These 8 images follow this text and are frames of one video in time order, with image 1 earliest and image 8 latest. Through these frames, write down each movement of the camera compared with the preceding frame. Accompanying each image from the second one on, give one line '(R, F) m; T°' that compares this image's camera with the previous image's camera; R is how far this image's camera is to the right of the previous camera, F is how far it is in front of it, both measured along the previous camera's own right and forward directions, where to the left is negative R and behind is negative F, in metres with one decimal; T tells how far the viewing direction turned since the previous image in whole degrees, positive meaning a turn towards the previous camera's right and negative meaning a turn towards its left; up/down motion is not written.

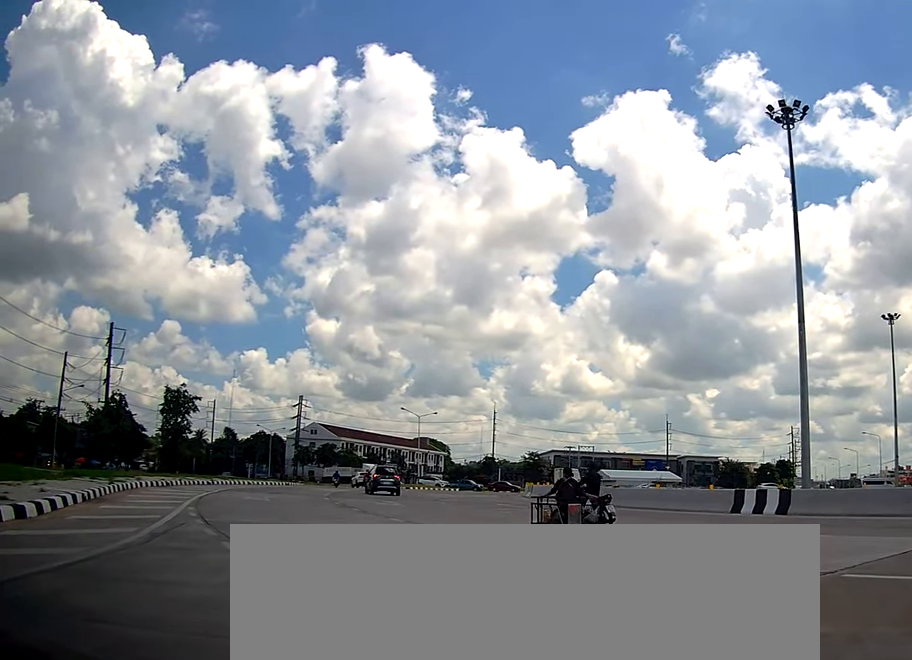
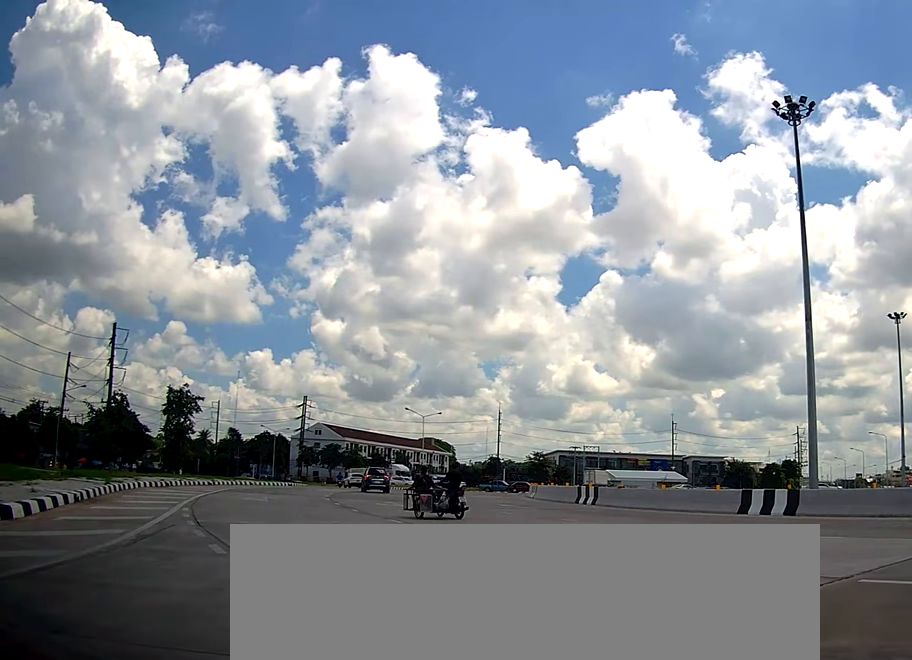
(0.0, +0.4) m; 0°
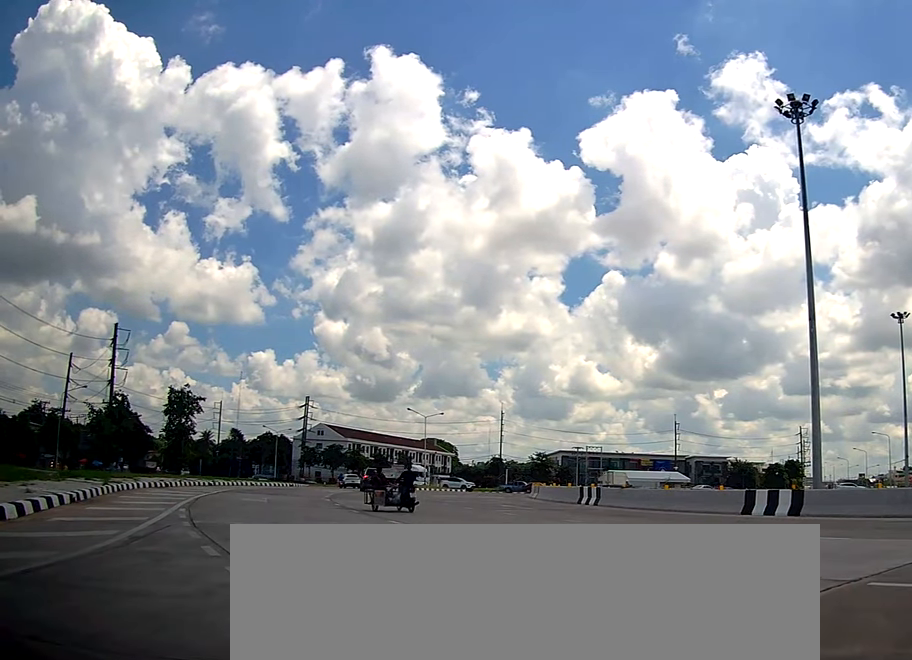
(0.0, +0.2) m; 0°
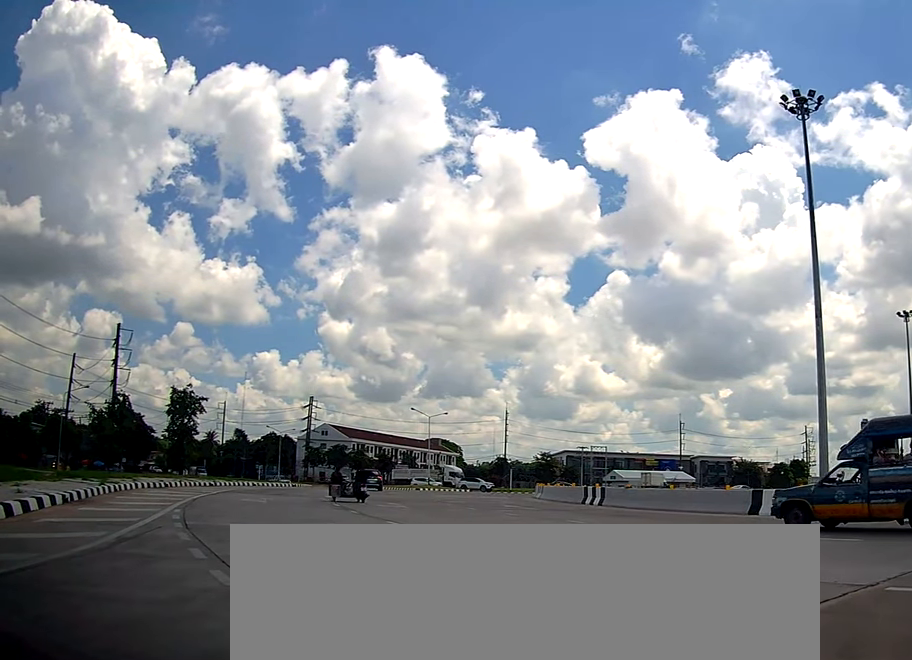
(-0.1, +0.4) m; 0°
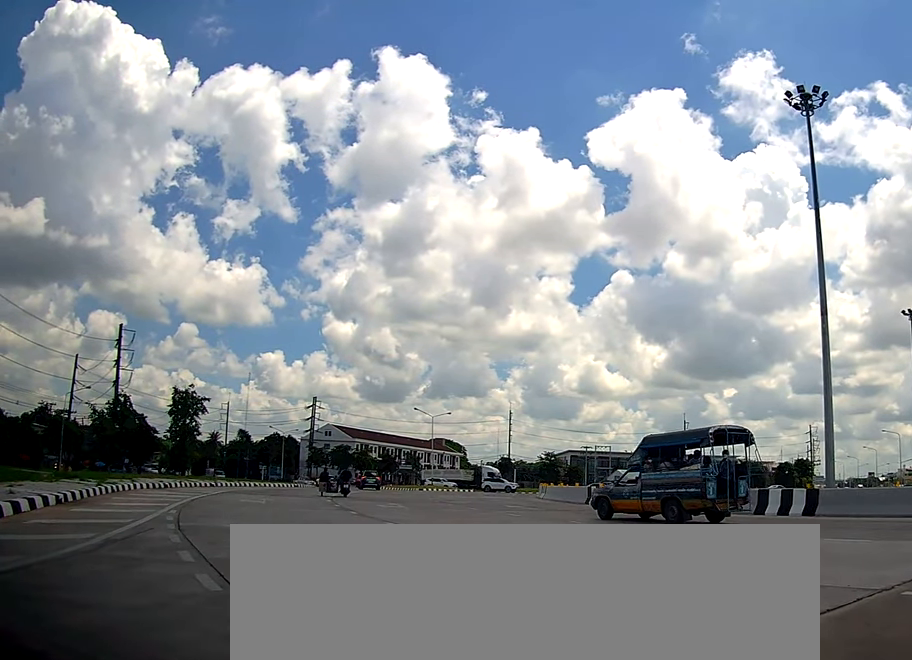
(-0.1, +0.4) m; 0°
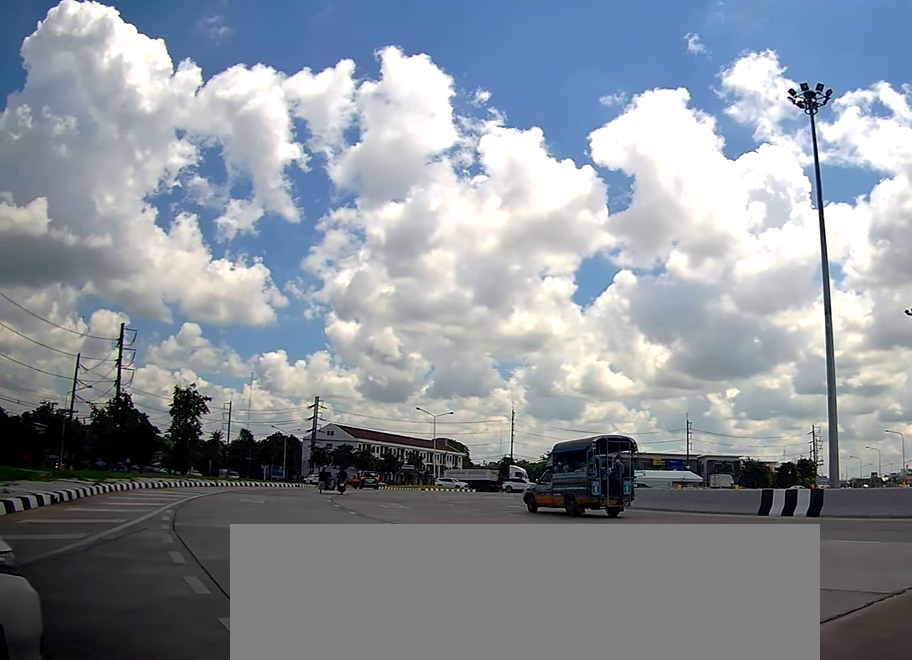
(0.0, +0.3) m; 0°
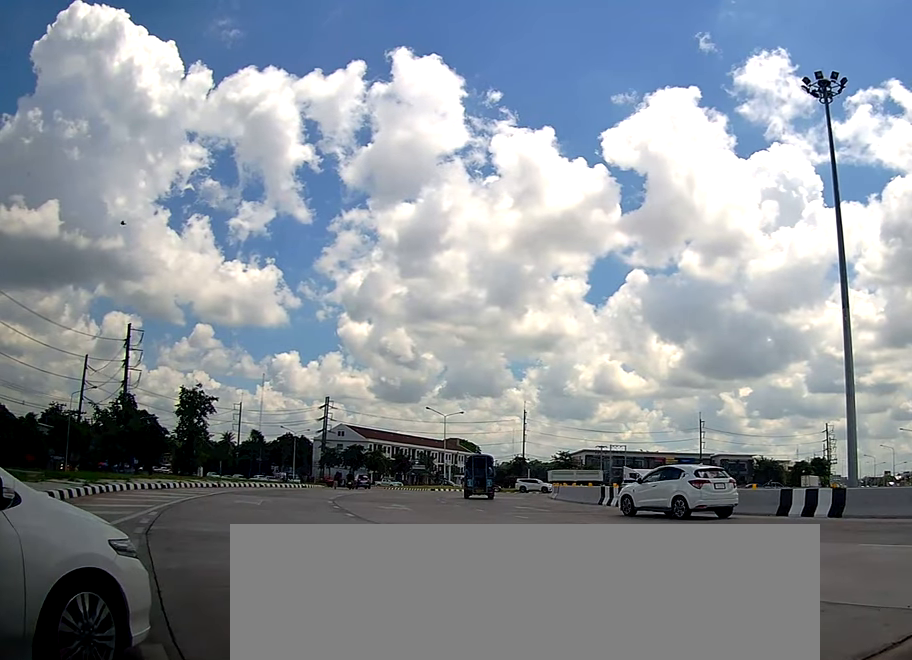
(-0.1, +0.5) m; 0°
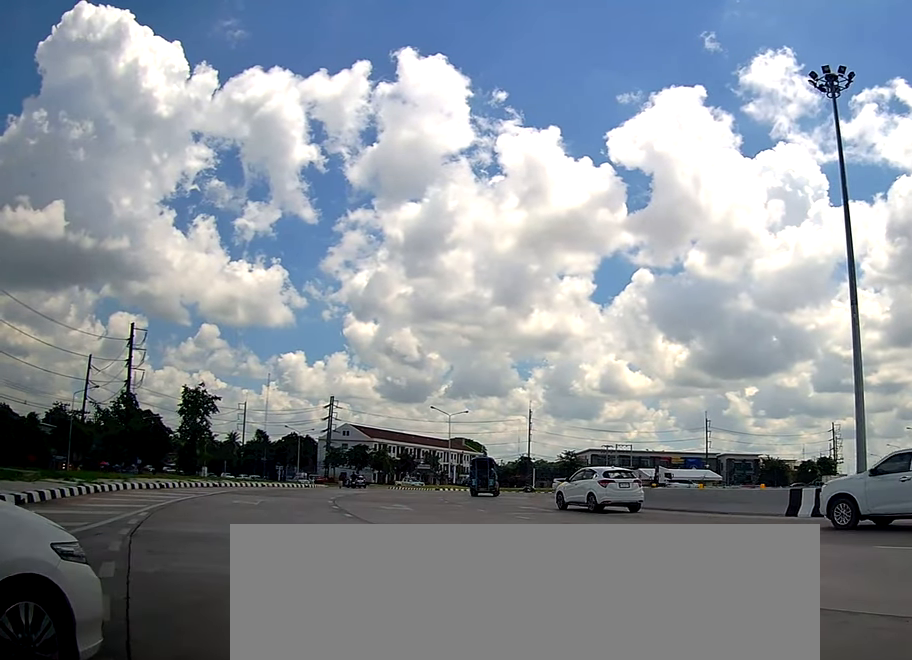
(0.0, +0.1) m; 0°
